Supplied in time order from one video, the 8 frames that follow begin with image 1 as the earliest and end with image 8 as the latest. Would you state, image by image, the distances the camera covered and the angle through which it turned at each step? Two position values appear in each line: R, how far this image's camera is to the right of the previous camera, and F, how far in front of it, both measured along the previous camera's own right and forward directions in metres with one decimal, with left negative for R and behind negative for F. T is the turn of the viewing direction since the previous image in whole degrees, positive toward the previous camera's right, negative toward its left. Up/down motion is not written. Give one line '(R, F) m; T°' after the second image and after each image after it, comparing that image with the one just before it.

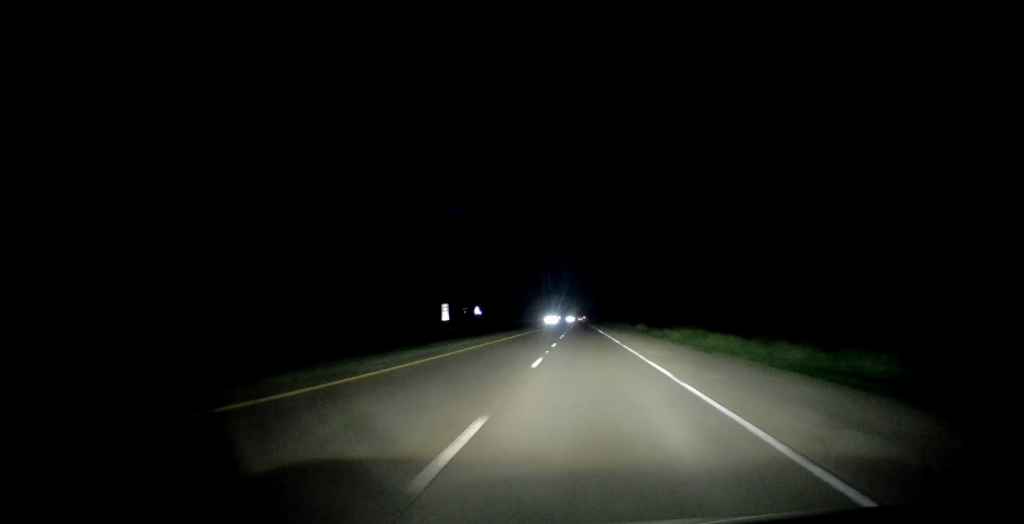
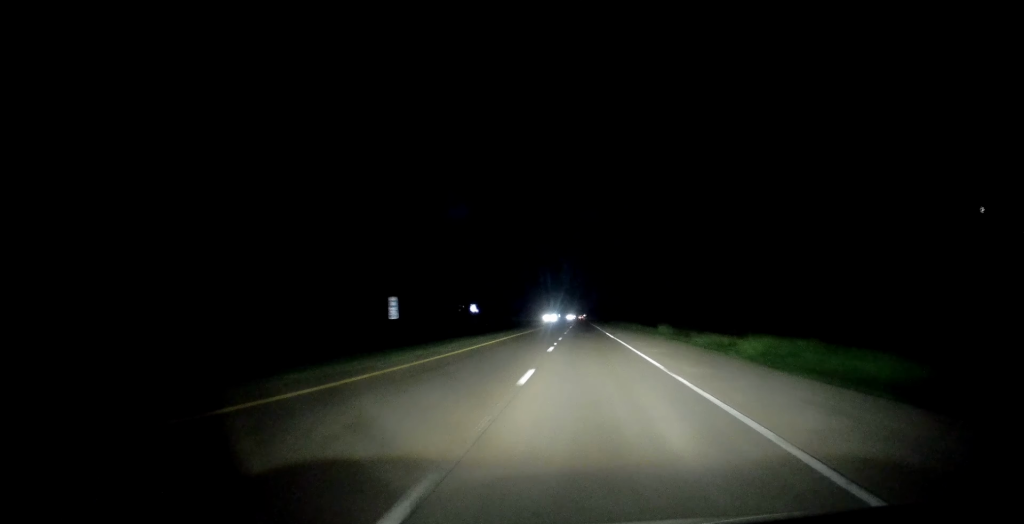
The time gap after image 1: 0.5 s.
(0.0, +16.8) m; 0°
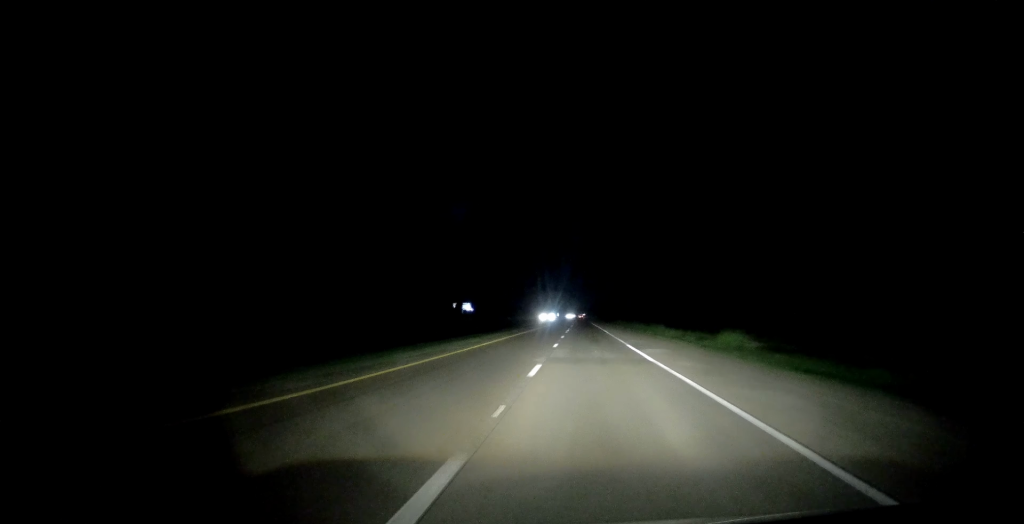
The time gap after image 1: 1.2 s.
(0.0, +22.3) m; 0°
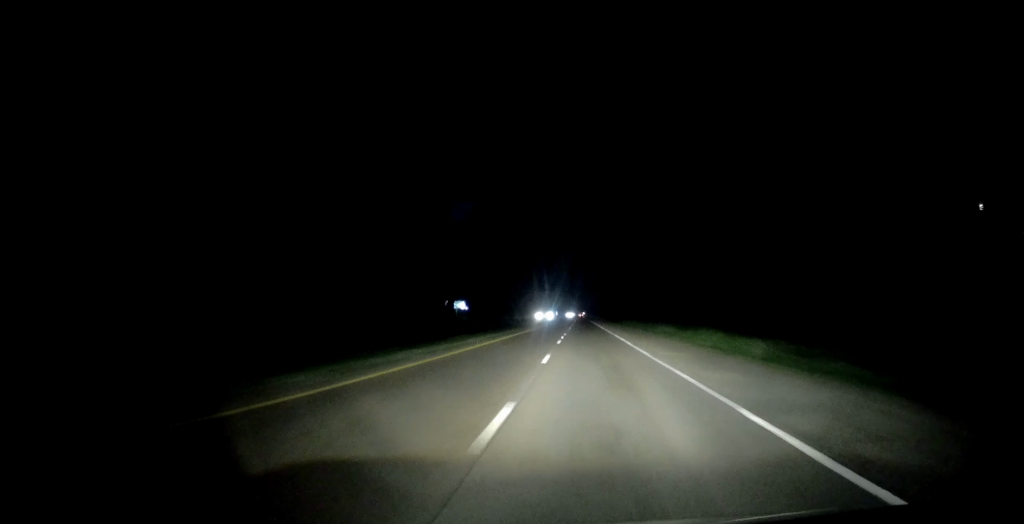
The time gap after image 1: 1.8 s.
(0.0, +21.2) m; 0°
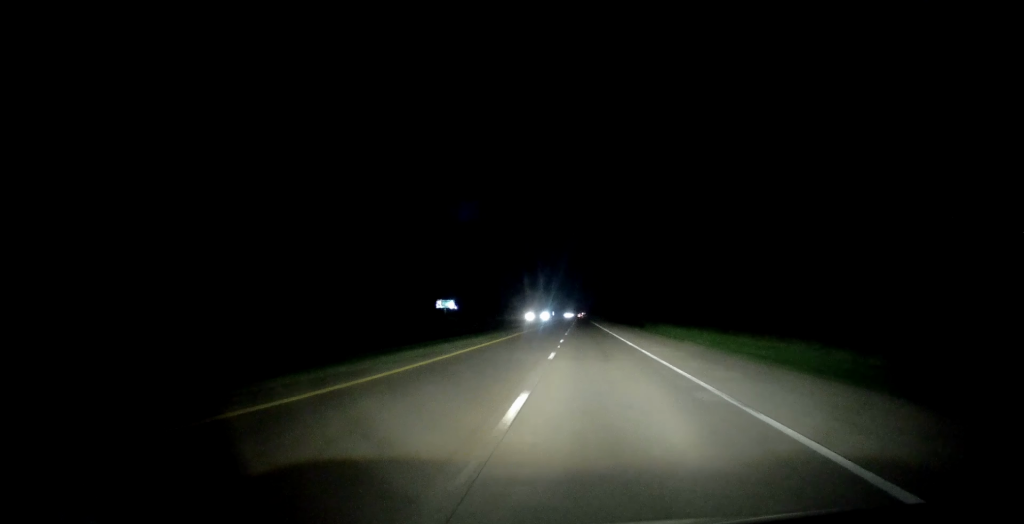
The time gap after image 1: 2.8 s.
(-0.1, +34.5) m; 0°
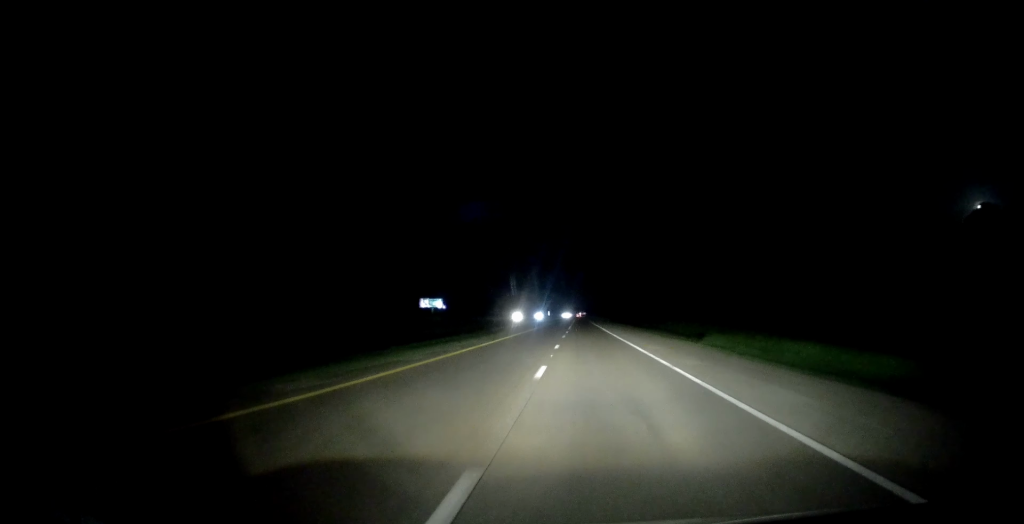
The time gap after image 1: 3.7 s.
(-0.1, +30.0) m; 0°
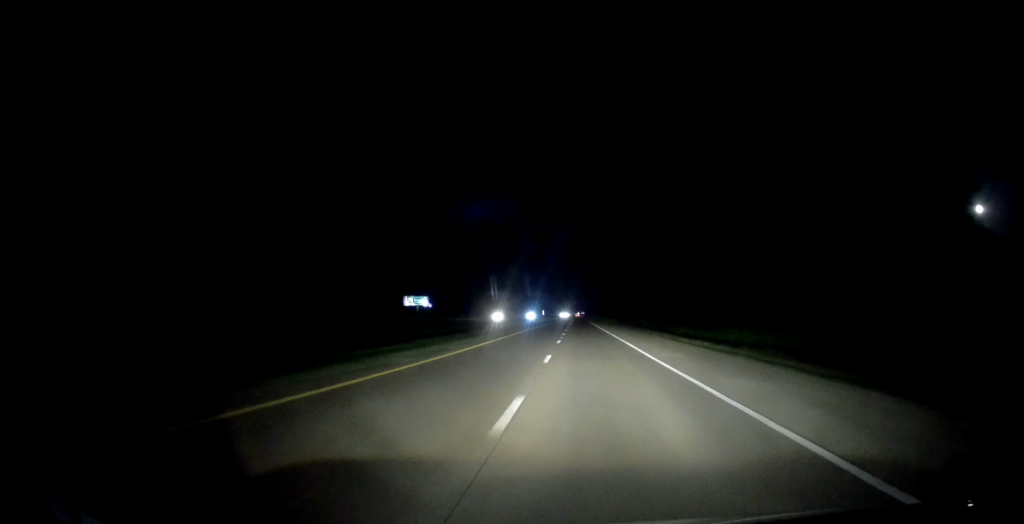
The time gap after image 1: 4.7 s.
(-0.1, +31.1) m; 0°
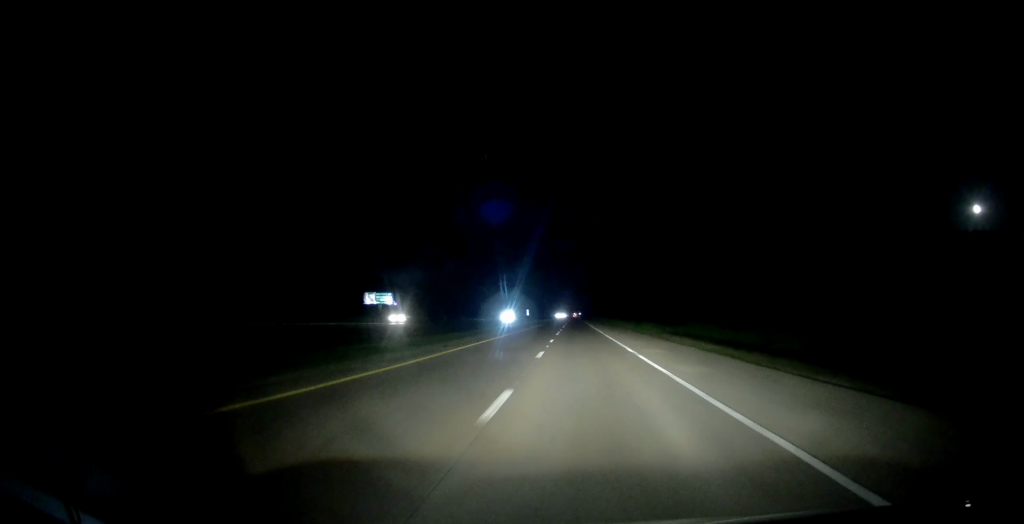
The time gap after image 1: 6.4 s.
(+0.2, +58.9) m; 0°
